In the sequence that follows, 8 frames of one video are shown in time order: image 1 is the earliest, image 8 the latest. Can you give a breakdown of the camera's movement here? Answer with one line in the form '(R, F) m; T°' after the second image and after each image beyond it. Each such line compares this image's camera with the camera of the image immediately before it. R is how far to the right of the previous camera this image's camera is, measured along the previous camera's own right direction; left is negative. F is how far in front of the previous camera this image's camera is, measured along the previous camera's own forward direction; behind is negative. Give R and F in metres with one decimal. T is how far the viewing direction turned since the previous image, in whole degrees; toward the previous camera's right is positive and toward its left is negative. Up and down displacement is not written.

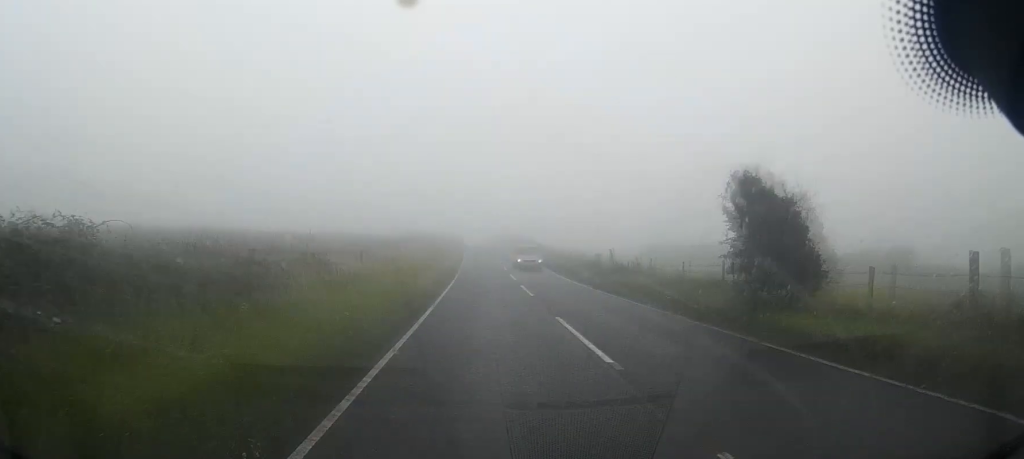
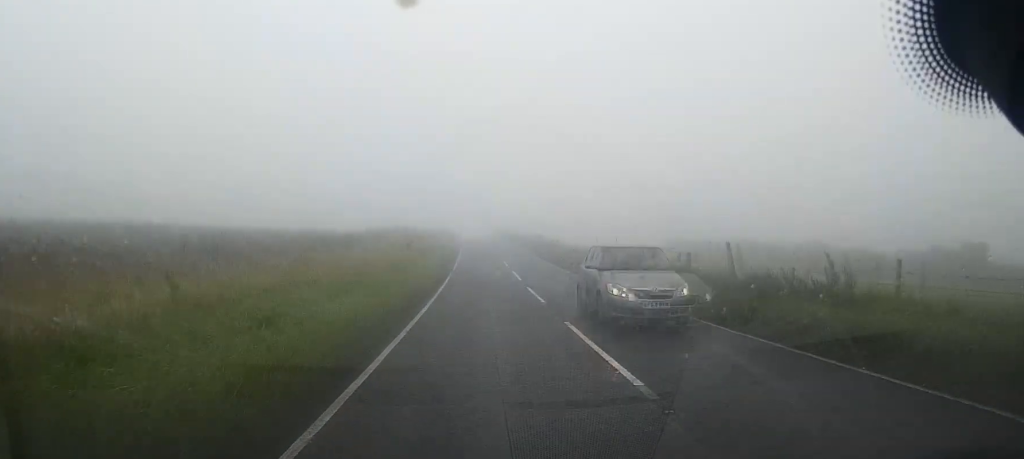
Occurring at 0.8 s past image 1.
(+0.2, +14.4) m; +1°
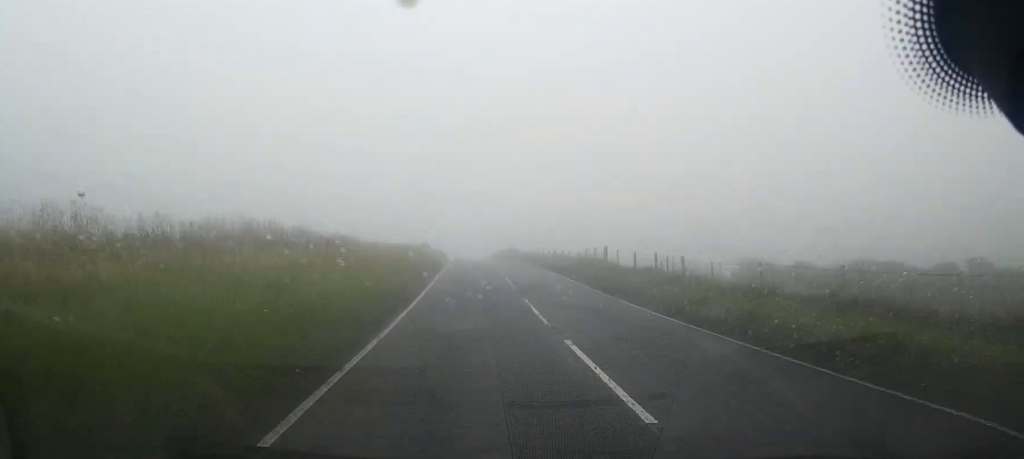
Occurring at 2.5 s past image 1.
(-0.4, +29.8) m; -2°
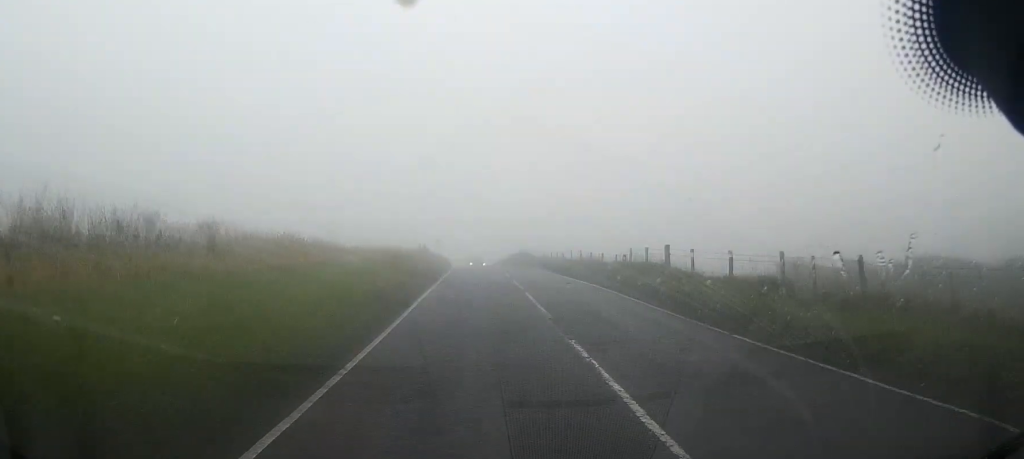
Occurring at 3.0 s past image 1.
(0.0, +8.2) m; -3°
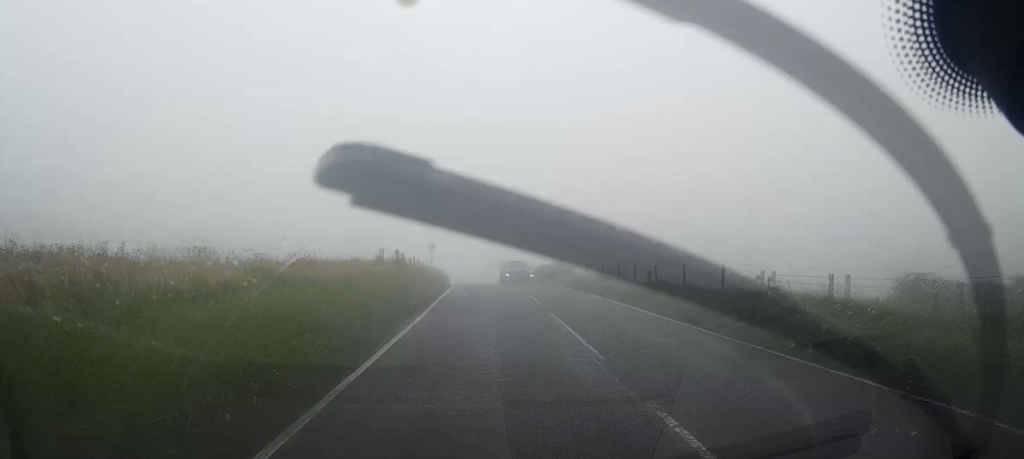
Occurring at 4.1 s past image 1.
(-2.2, +19.9) m; -11°
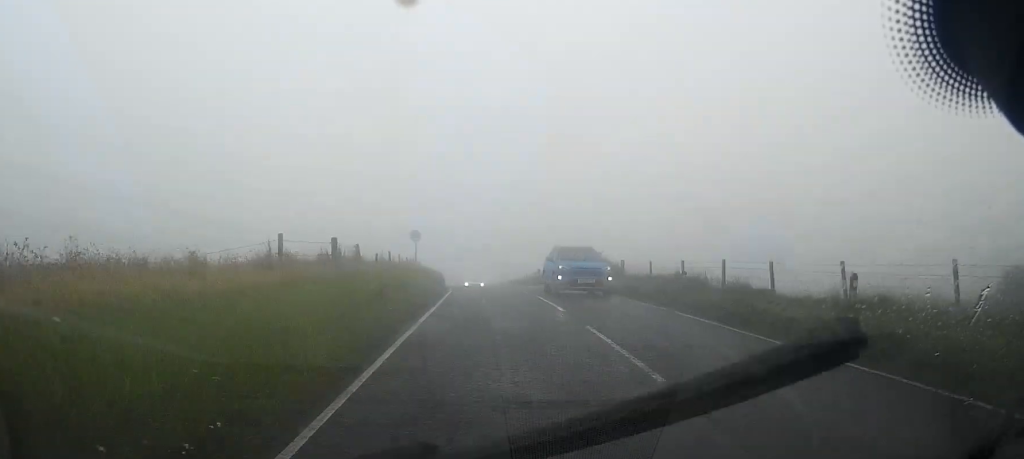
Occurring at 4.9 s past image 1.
(-1.8, +11.9) m; +1°
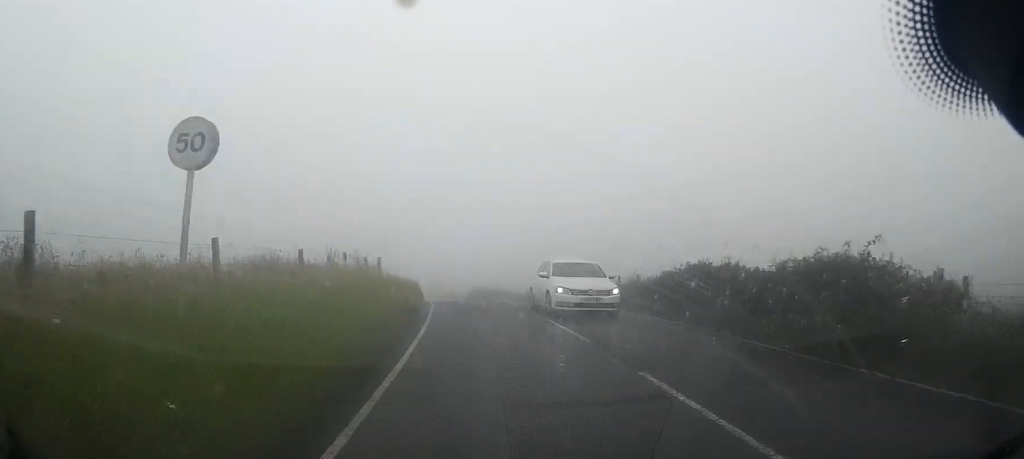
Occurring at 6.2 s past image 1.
(+4.5, +20.8) m; +25°
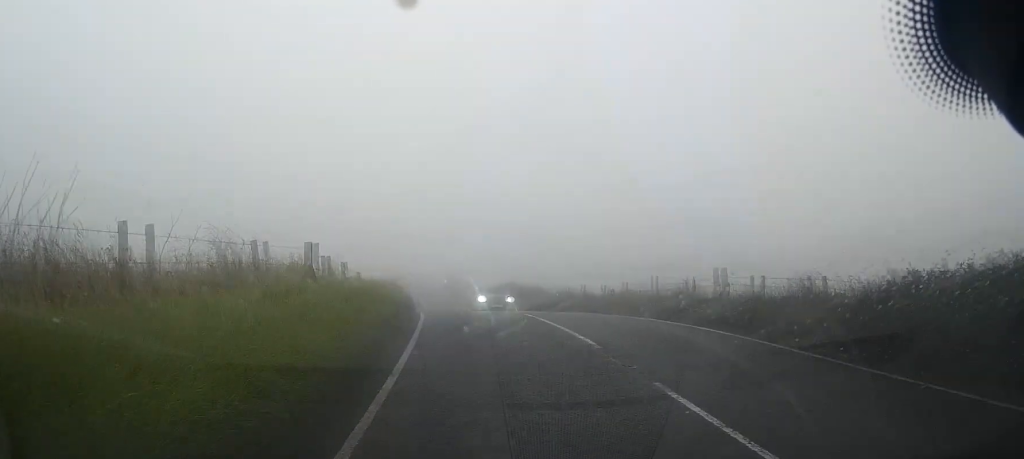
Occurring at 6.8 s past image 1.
(+0.2, +9.9) m; +13°
